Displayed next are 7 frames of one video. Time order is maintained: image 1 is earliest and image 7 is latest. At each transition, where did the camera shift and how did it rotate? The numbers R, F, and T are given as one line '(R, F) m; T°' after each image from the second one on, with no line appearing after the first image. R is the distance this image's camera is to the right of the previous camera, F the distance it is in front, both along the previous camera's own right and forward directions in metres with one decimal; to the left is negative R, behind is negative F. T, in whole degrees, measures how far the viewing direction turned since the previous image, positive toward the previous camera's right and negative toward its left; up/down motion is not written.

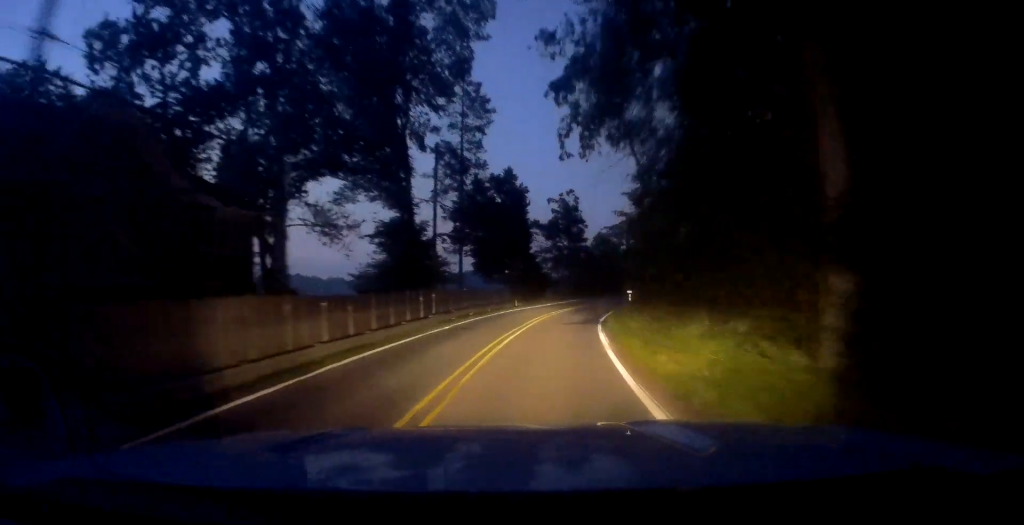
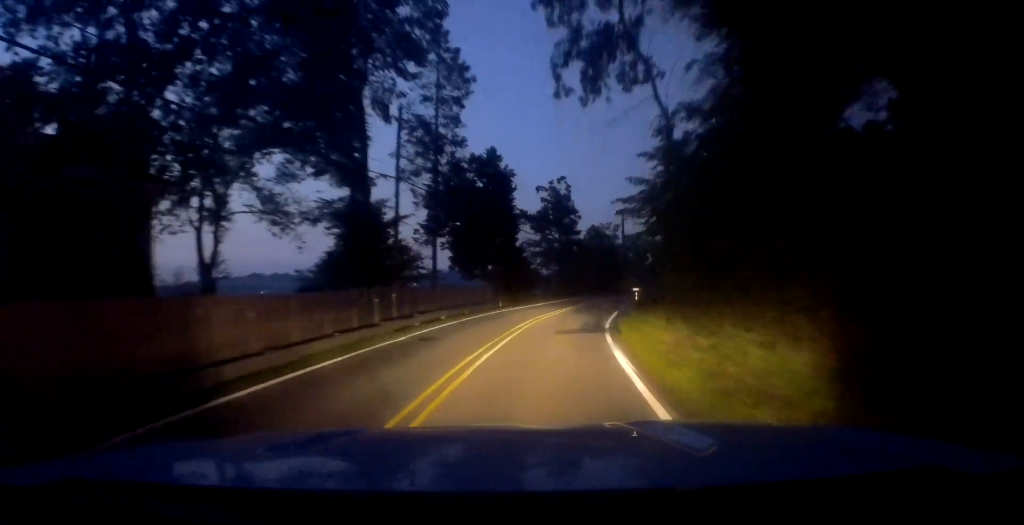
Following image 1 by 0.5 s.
(+0.1, +6.4) m; +2°
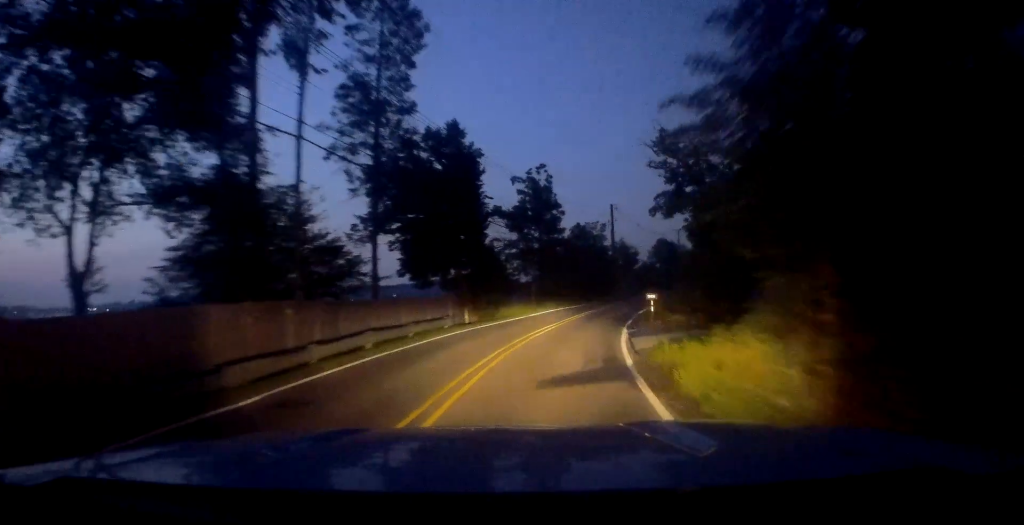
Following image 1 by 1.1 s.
(+0.5, +9.2) m; +3°
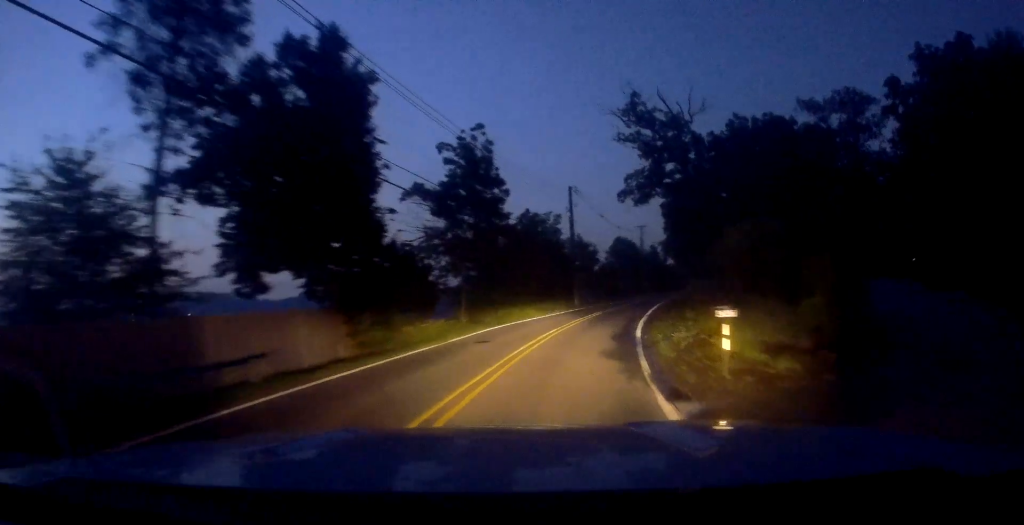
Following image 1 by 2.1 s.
(+0.1, +13.5) m; +4°
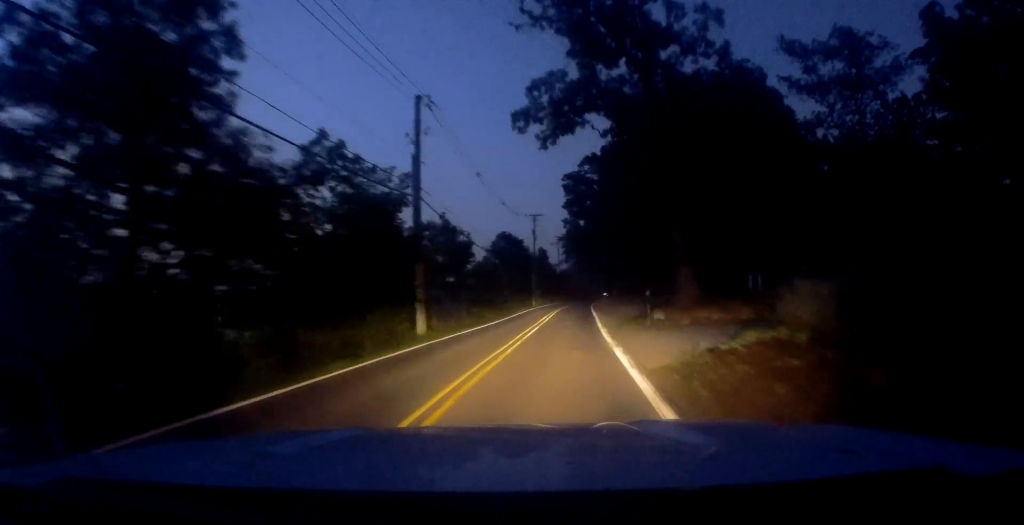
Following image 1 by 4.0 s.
(+3.2, +24.3) m; +13°
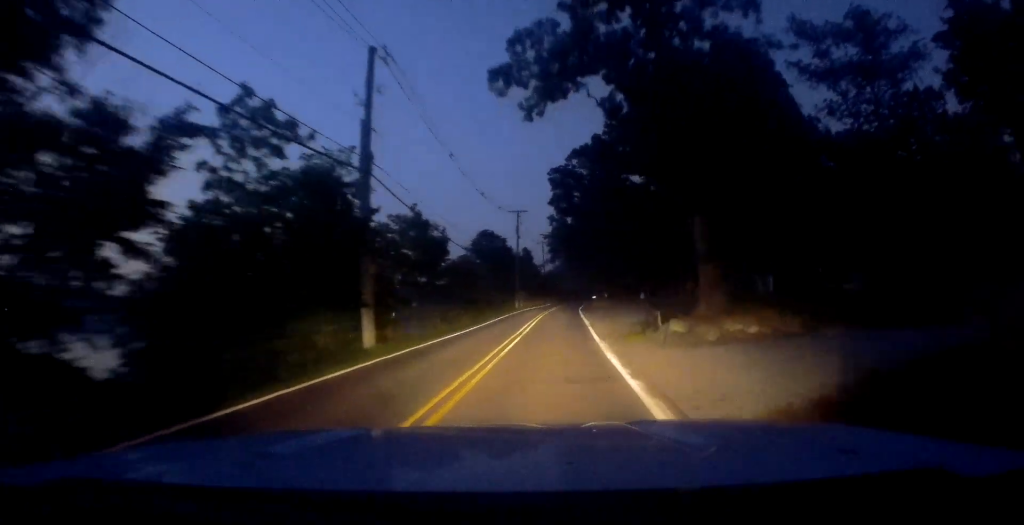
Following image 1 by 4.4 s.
(+0.1, +5.3) m; +1°
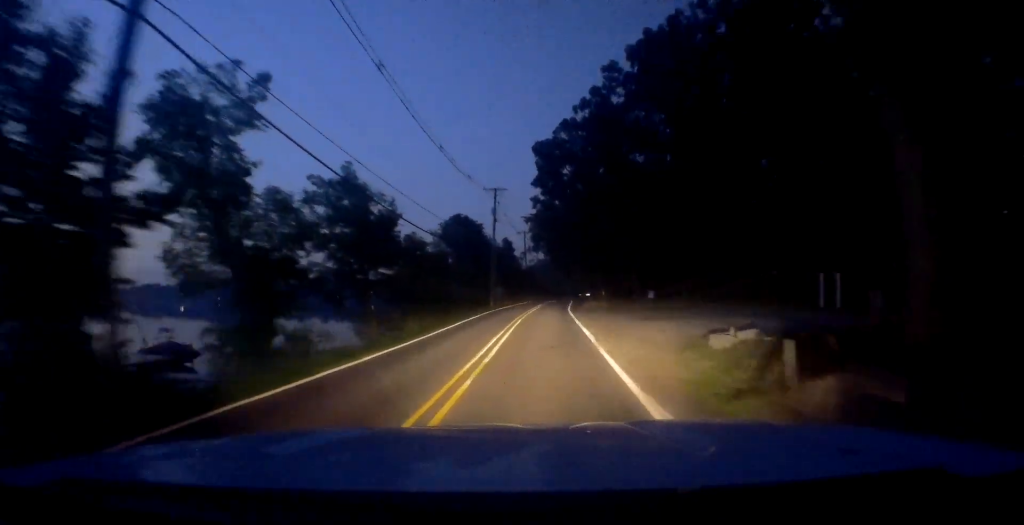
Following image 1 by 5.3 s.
(-0.1, +11.5) m; 0°
